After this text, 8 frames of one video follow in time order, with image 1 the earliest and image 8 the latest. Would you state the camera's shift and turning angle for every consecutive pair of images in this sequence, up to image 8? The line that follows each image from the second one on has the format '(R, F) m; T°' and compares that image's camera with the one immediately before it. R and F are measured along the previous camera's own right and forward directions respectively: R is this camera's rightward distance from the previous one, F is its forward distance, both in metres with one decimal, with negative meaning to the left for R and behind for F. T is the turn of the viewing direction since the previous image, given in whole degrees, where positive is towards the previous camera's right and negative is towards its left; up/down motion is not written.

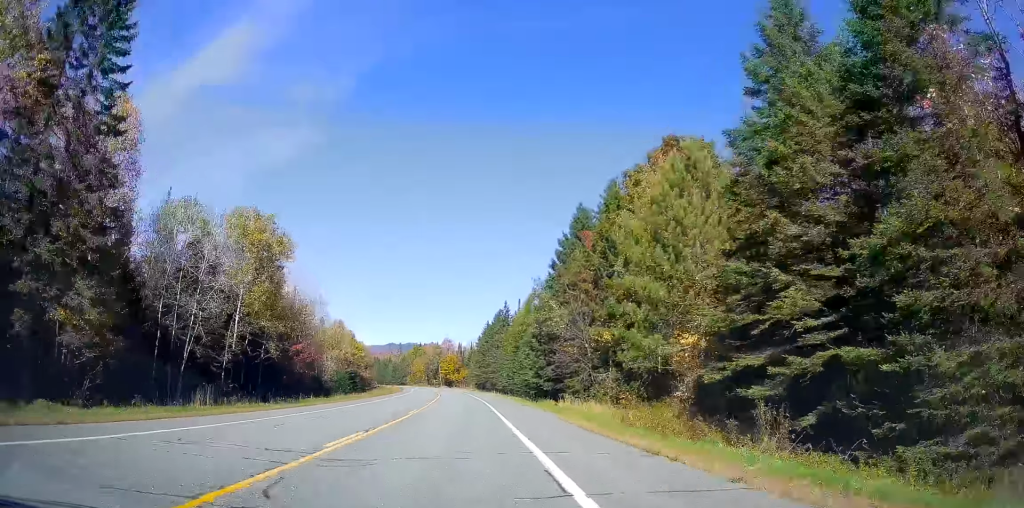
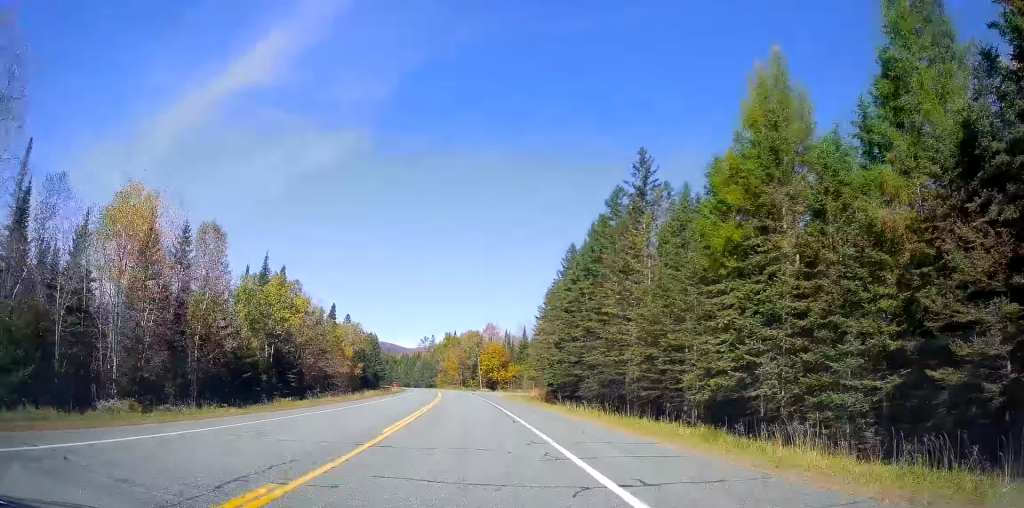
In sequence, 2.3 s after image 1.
(-0.8, +68.7) m; 0°
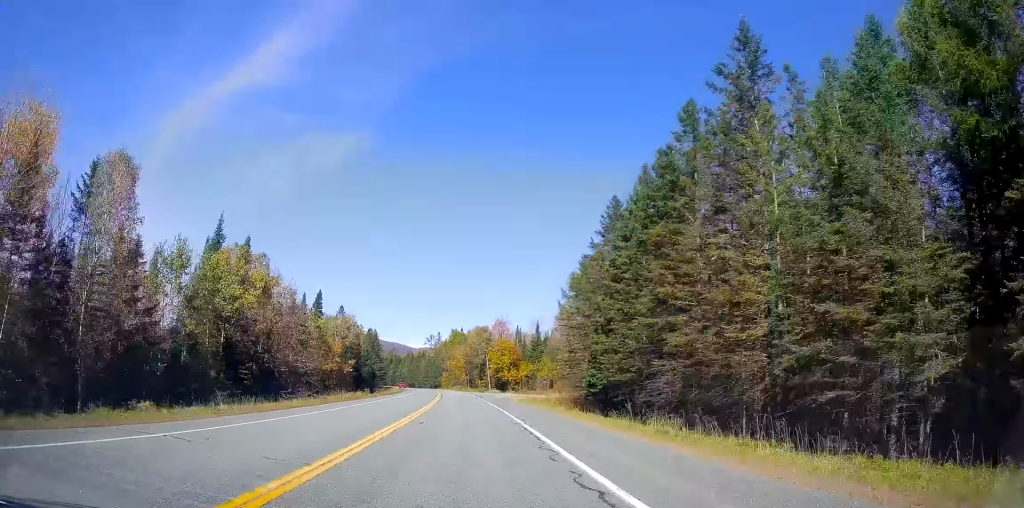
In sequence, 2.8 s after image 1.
(0.0, +14.8) m; 0°
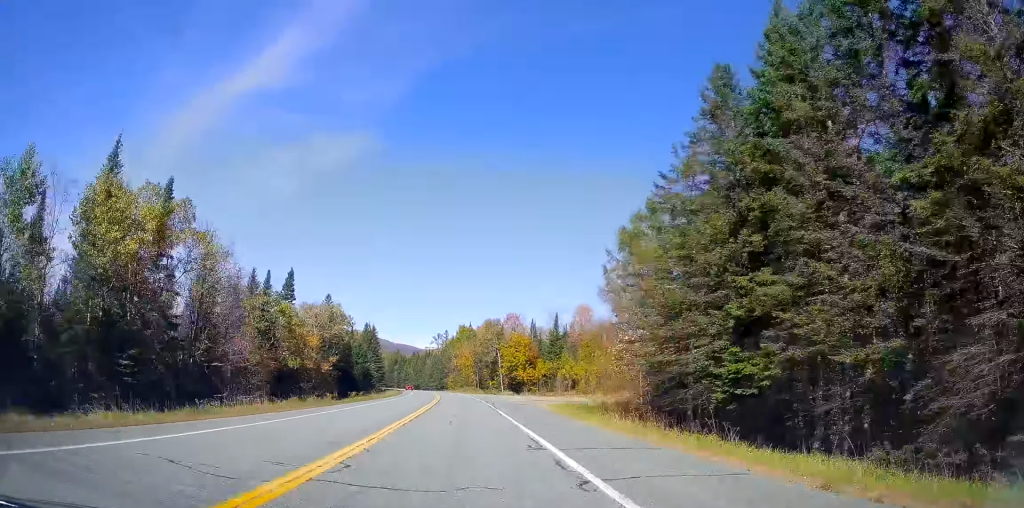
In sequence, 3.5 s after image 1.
(+0.1, +18.8) m; 0°
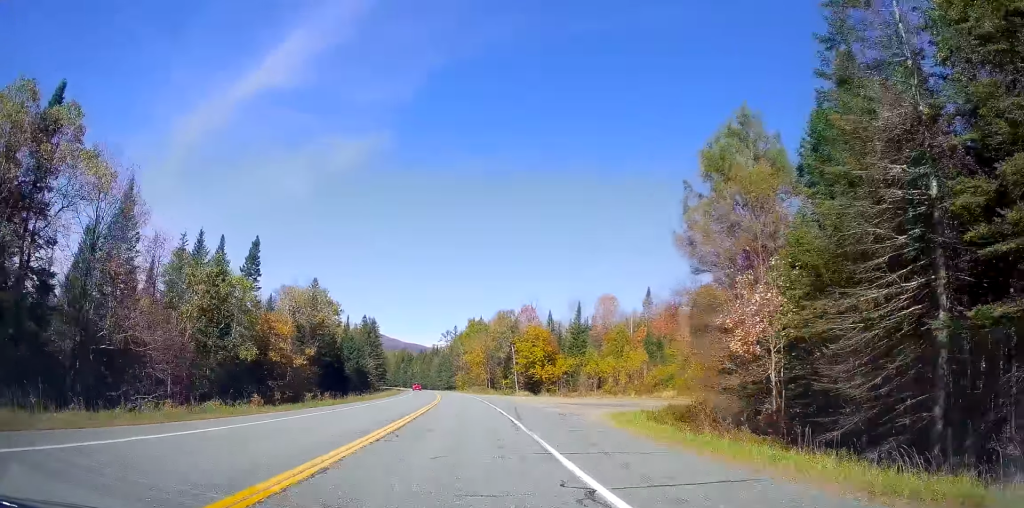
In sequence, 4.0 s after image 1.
(0.0, +15.9) m; -1°
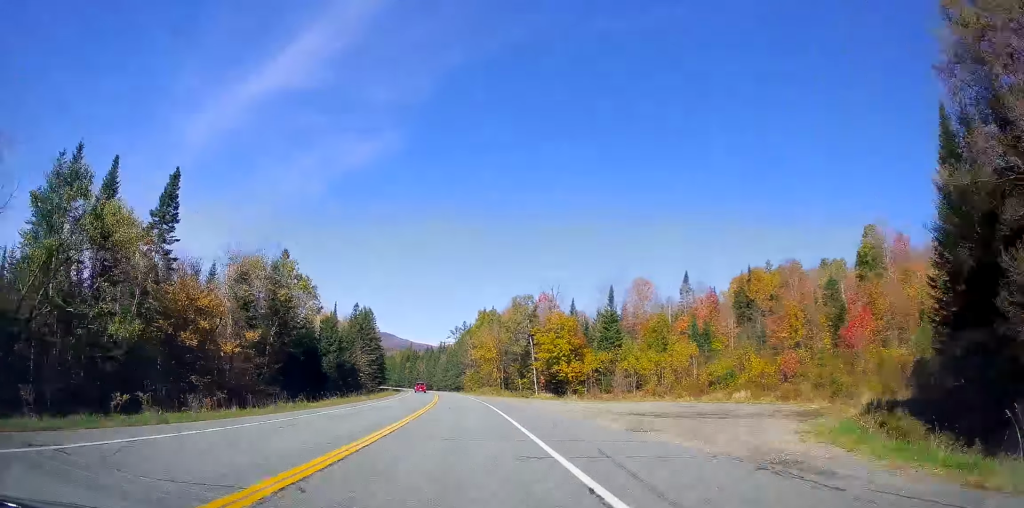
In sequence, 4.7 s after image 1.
(+0.4, +20.0) m; -2°
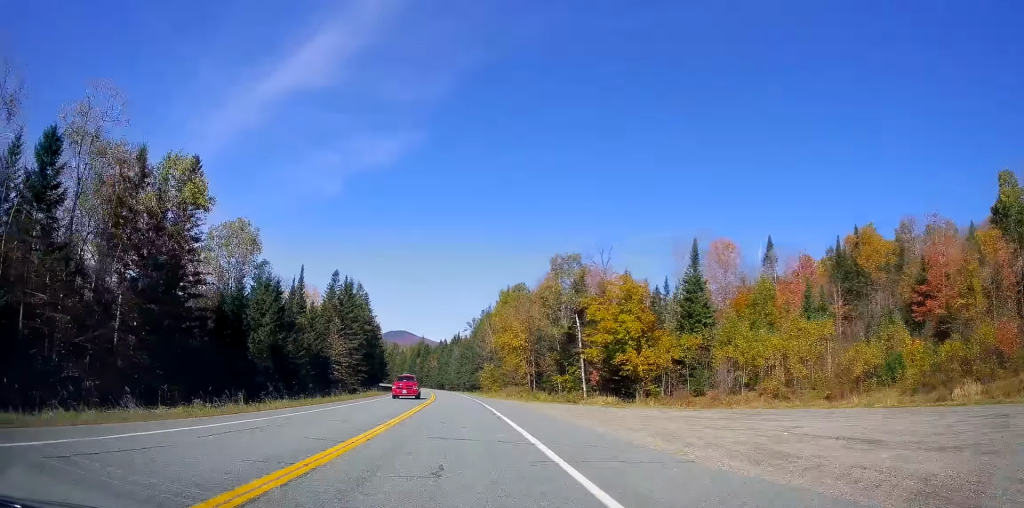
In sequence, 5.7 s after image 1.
(-1.8, +30.6) m; -4°
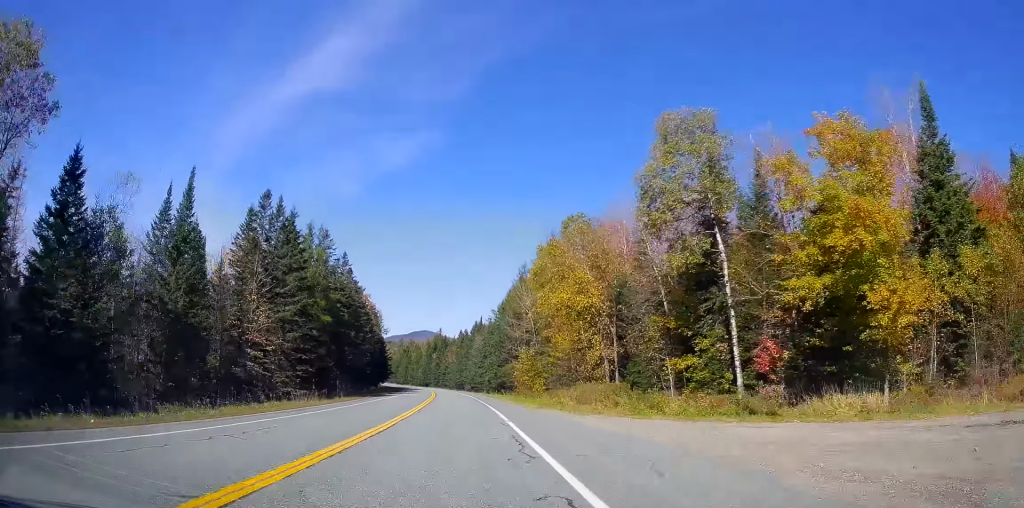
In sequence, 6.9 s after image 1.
(-0.3, +36.7) m; -1°
